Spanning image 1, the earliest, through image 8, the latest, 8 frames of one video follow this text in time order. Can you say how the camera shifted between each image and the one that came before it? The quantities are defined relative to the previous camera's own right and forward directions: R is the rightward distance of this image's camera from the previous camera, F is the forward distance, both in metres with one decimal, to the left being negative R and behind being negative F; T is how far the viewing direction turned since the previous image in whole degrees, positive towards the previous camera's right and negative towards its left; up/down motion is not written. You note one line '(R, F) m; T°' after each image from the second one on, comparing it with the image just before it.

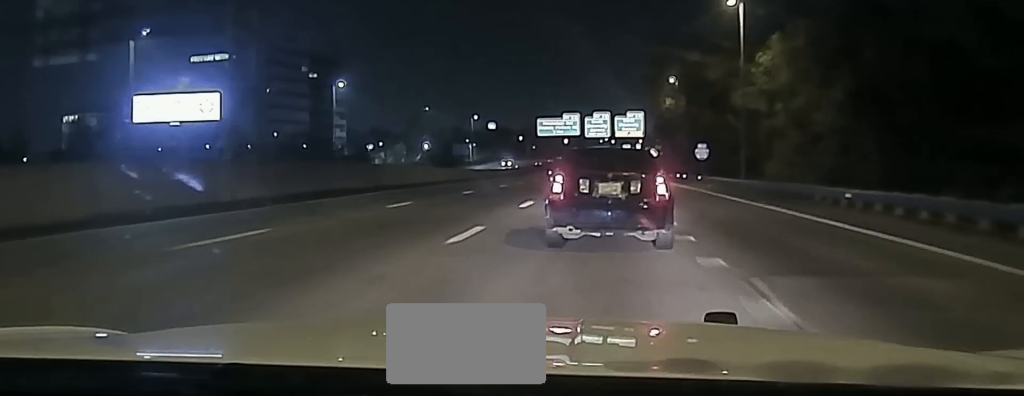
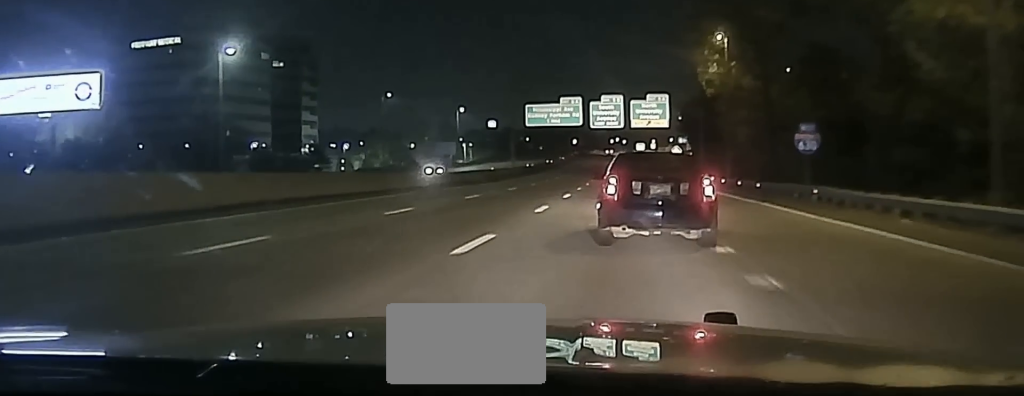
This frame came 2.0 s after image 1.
(-0.1, +39.8) m; -1°
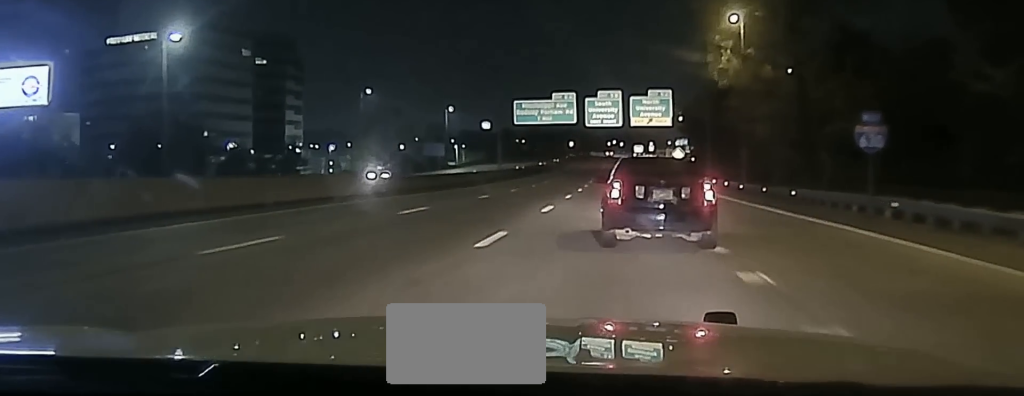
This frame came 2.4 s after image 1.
(0.0, +8.6) m; 0°
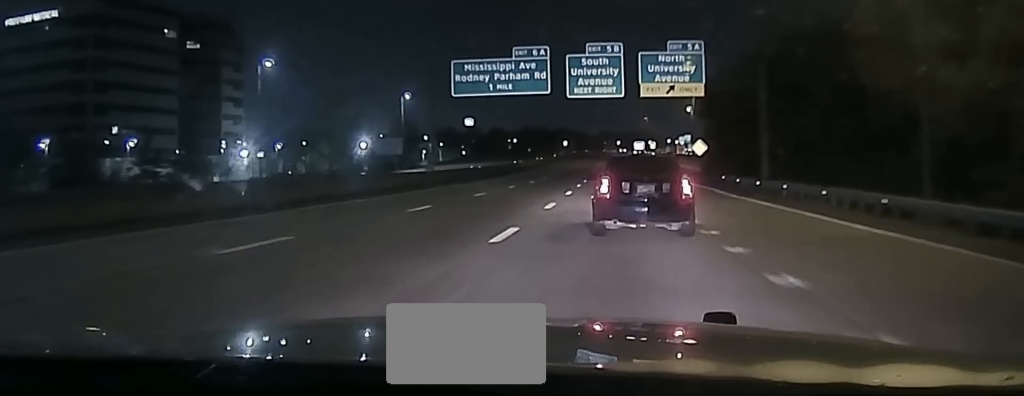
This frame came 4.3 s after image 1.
(+0.1, +32.6) m; 0°
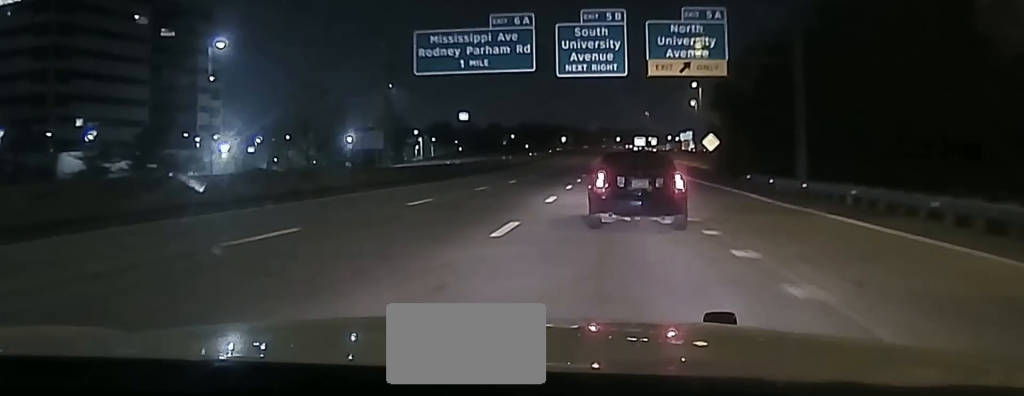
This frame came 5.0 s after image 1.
(-0.1, +11.9) m; 0°
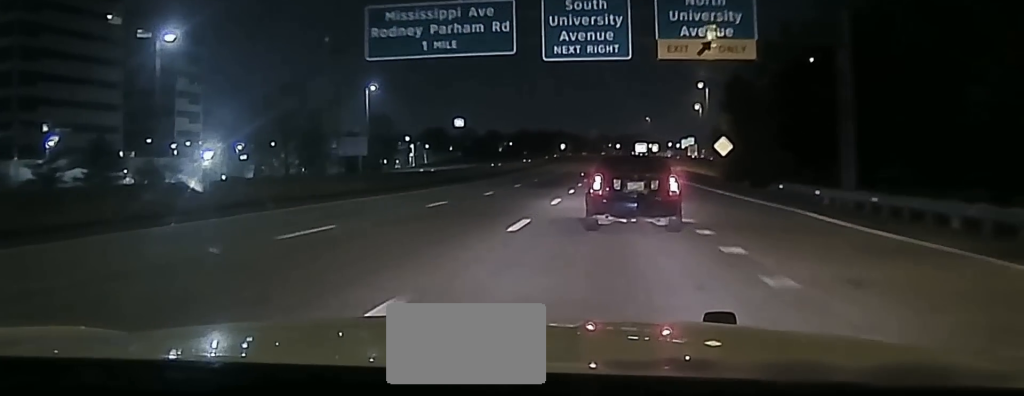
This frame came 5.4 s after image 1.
(0.0, +8.9) m; 0°
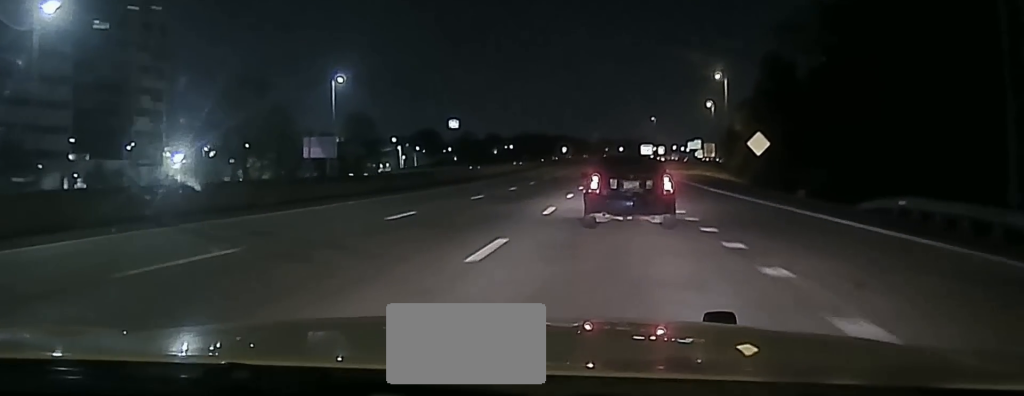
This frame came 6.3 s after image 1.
(+0.1, +18.3) m; 0°
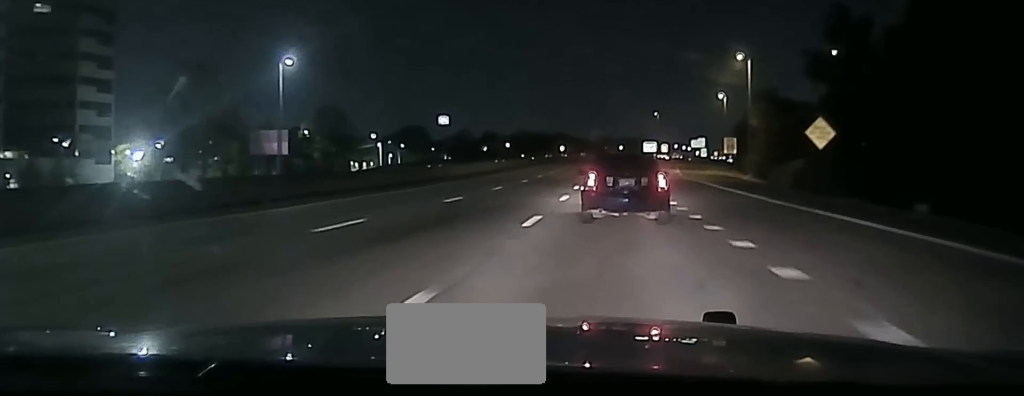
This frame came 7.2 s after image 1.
(-0.2, +21.4) m; 0°
